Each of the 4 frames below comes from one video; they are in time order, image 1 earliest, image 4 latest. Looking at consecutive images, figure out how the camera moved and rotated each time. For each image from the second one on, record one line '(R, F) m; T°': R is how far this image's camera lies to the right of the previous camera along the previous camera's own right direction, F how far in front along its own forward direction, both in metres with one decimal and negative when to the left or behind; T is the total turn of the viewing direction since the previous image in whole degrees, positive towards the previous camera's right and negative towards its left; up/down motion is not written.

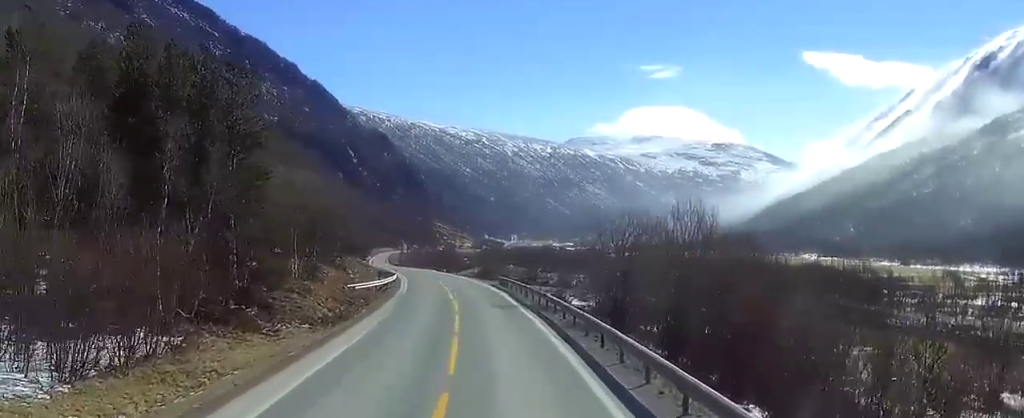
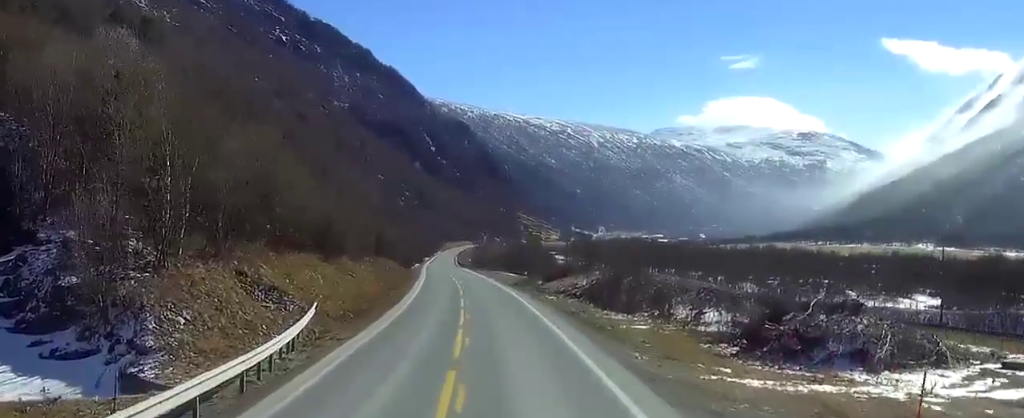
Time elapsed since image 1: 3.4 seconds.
(-3.3, +81.6) m; -1°
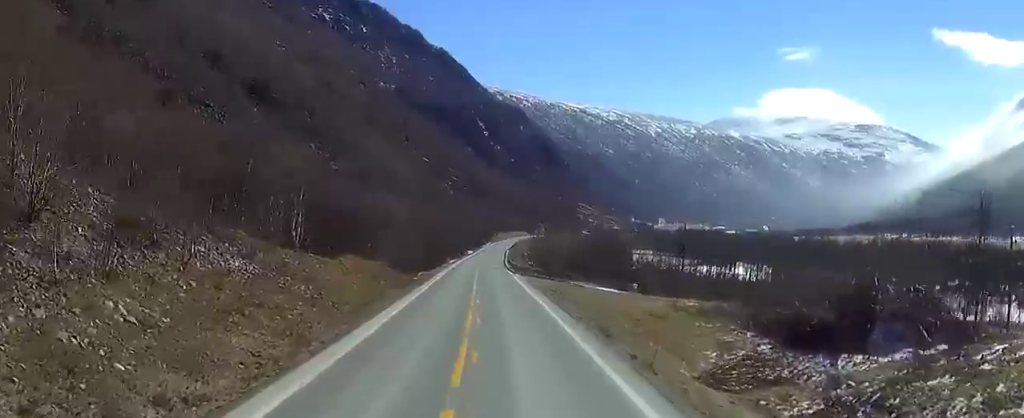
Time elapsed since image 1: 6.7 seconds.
(-5.0, +81.5) m; -12°
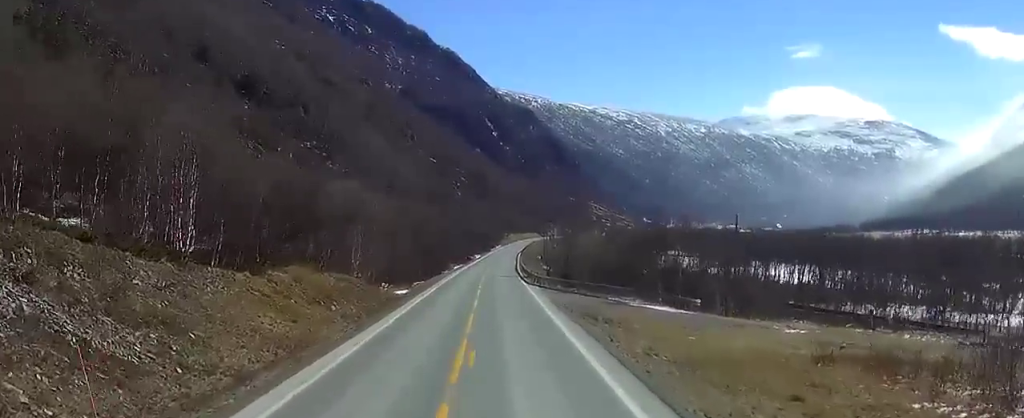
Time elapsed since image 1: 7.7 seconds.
(+0.1, +24.4) m; +2°
